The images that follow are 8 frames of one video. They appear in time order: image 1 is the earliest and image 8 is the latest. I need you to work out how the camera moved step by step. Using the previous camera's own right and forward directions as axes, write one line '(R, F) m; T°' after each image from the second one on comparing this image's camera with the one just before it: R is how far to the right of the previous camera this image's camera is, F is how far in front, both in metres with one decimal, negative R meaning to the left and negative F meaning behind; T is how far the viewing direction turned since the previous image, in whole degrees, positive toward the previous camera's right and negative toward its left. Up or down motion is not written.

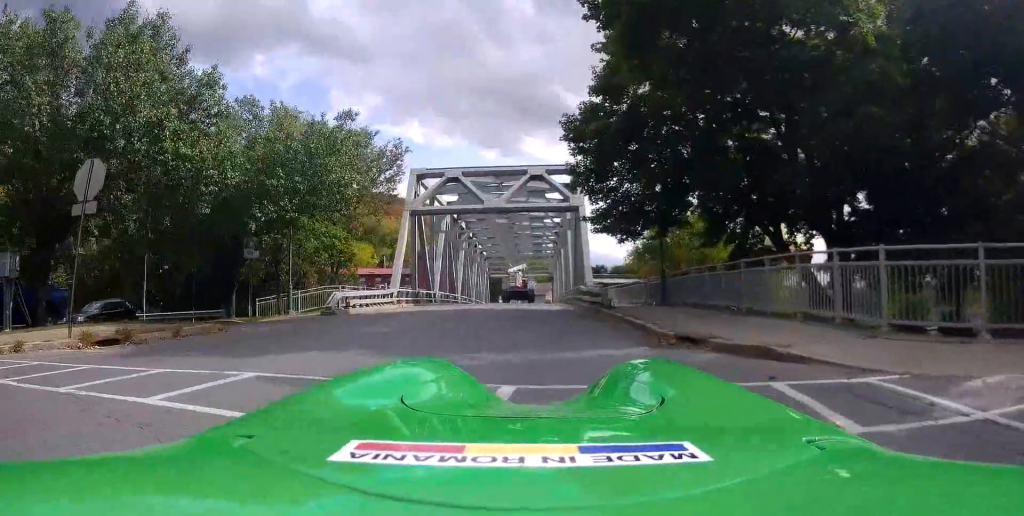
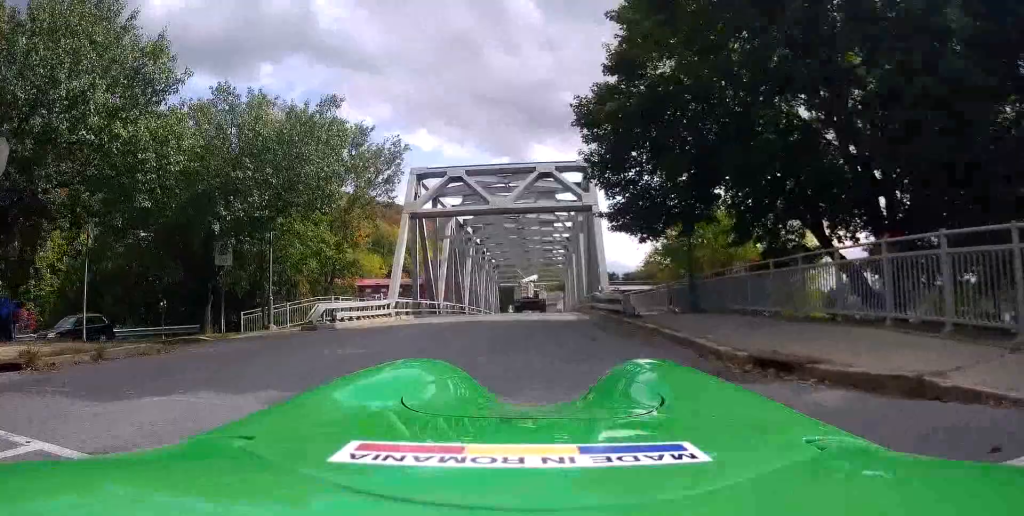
(0.0, +2.8) m; +2°
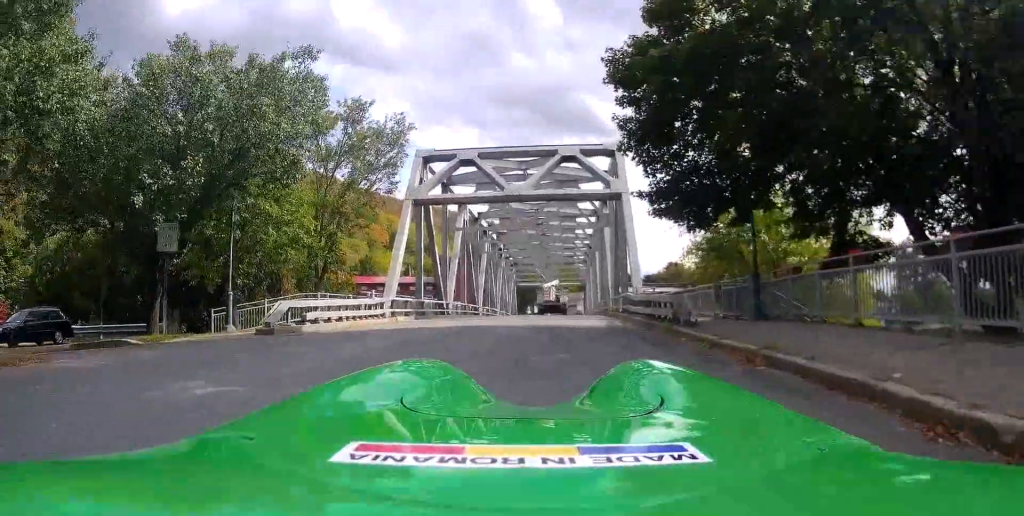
(+0.1, +4.0) m; +1°
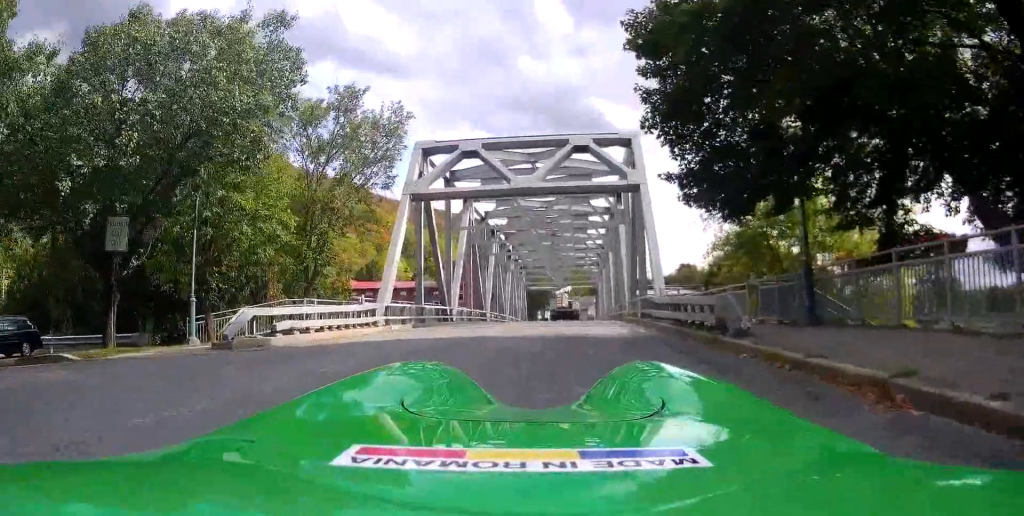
(+0.1, +2.5) m; -1°
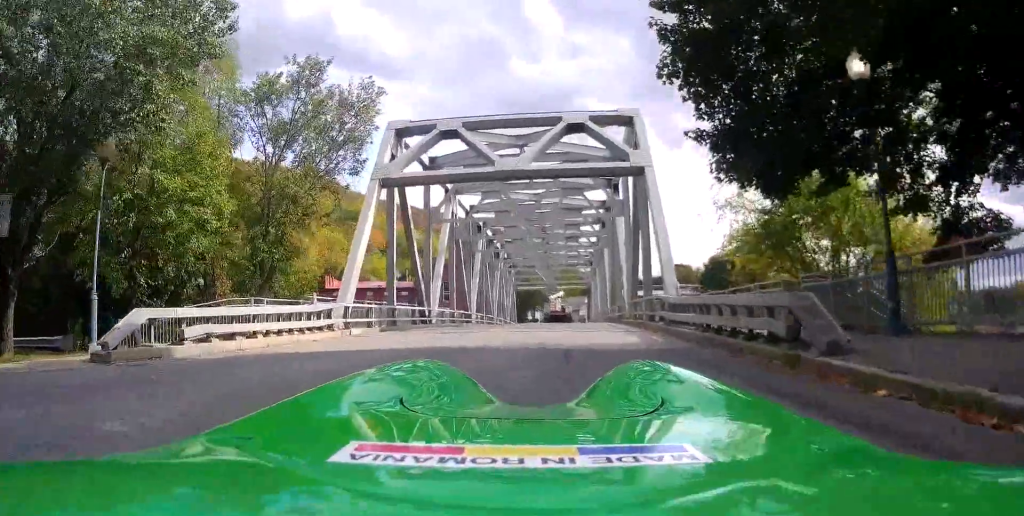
(-0.4, +3.1) m; +1°
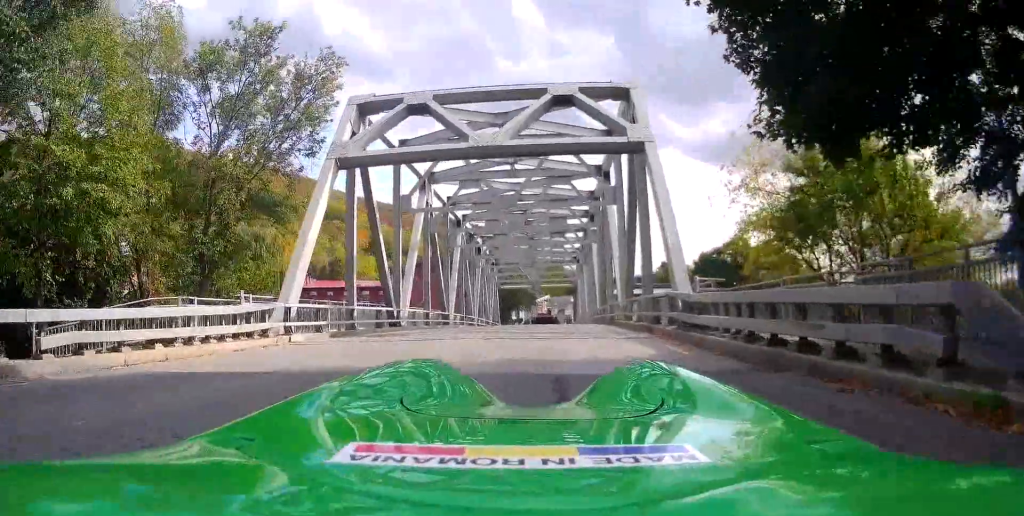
(+0.3, +3.0) m; +8°
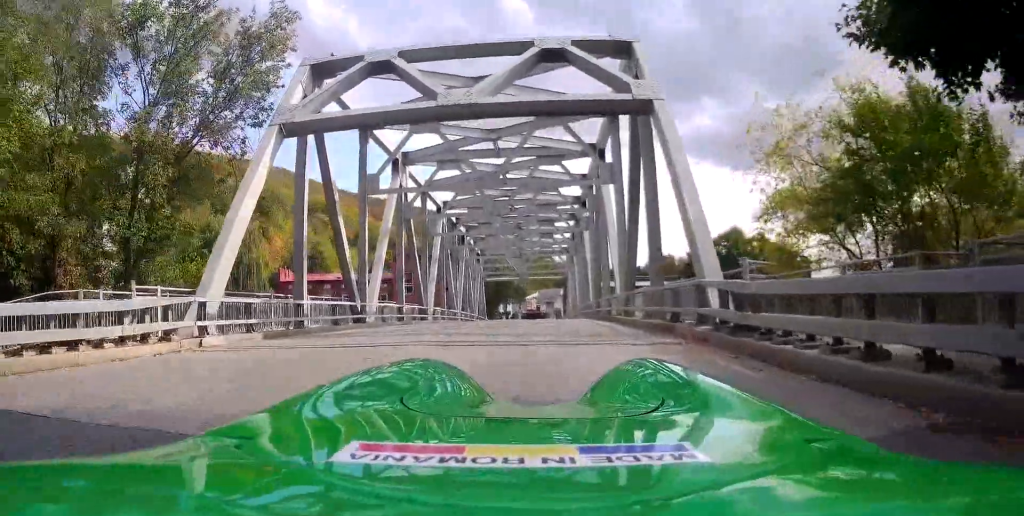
(+0.3, +3.6) m; +5°
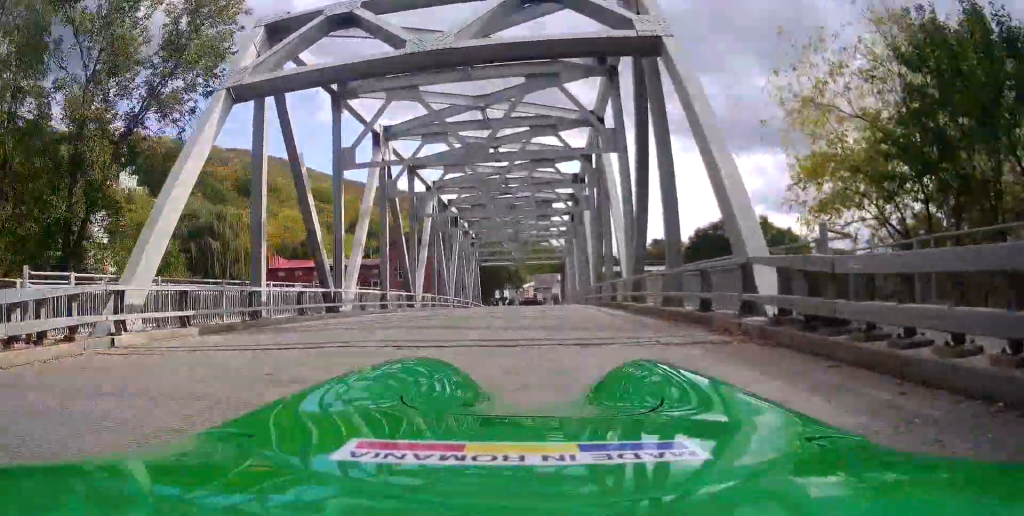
(+0.1, +2.8) m; 0°
